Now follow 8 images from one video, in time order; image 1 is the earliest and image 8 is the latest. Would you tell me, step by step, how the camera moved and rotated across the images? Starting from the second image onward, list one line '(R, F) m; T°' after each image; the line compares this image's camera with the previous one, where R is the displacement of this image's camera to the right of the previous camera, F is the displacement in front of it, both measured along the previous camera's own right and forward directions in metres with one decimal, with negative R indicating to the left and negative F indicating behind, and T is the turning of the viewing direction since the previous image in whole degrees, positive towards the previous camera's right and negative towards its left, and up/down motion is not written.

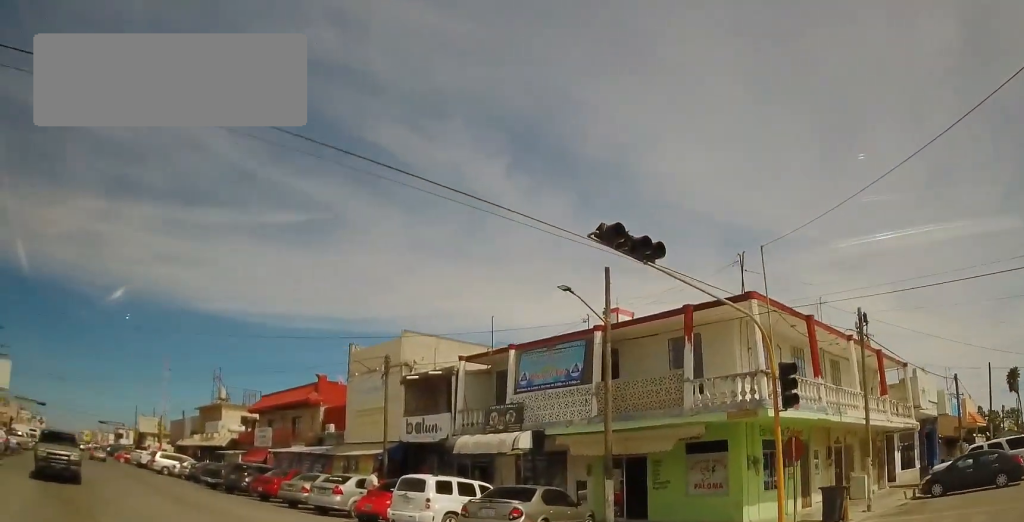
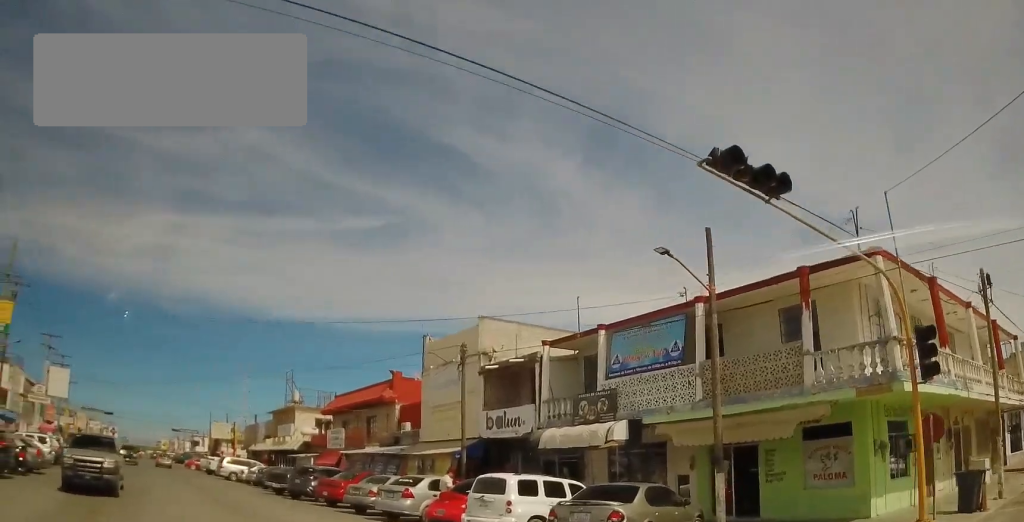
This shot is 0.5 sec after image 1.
(-0.2, +2.0) m; -5°
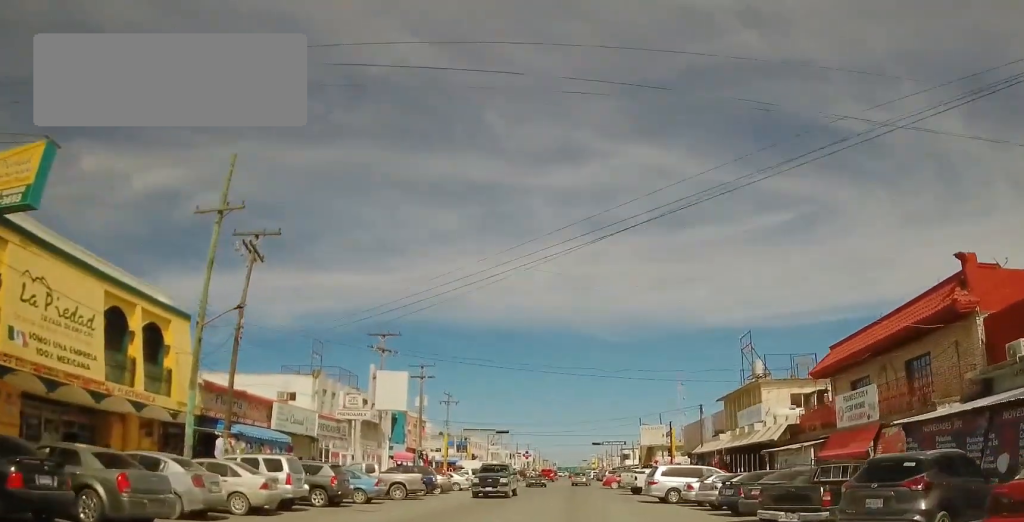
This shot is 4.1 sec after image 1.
(-5.3, +13.8) m; -41°
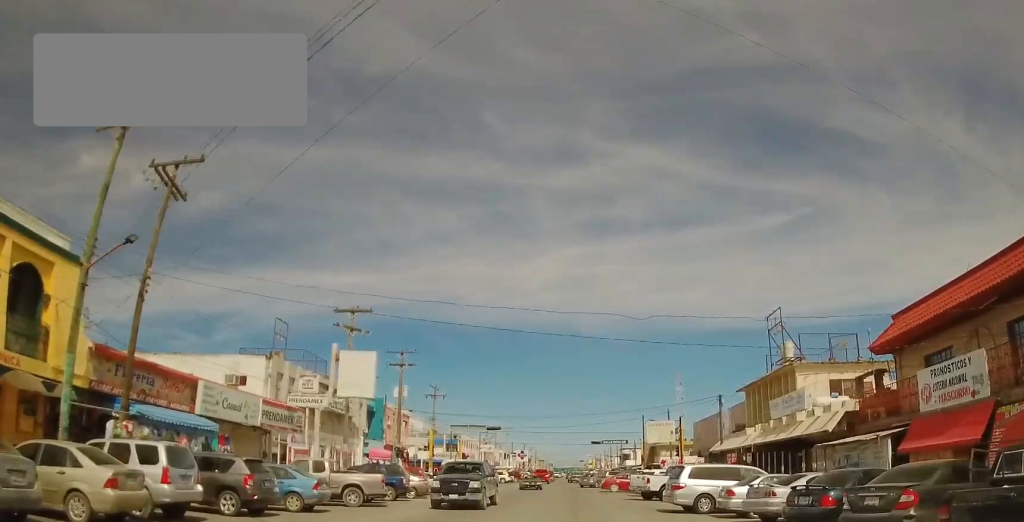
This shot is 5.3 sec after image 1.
(-0.5, +5.4) m; 0°
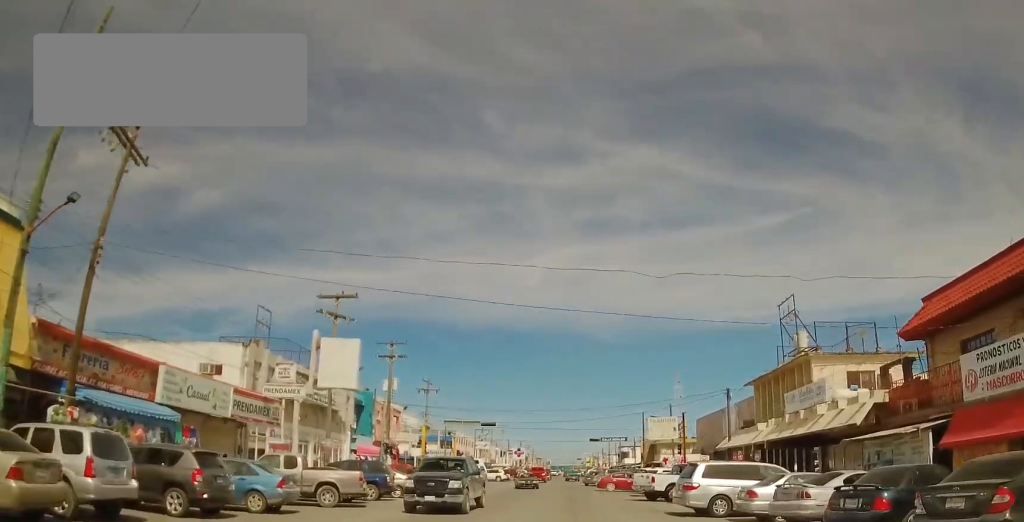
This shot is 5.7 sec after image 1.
(+0.2, +2.2) m; +3°
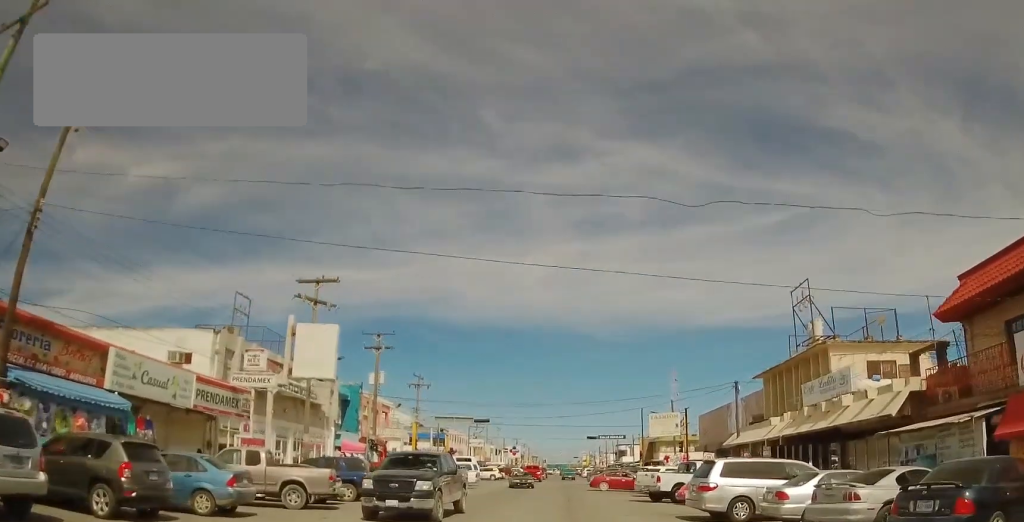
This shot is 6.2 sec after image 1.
(+0.1, +2.3) m; +3°
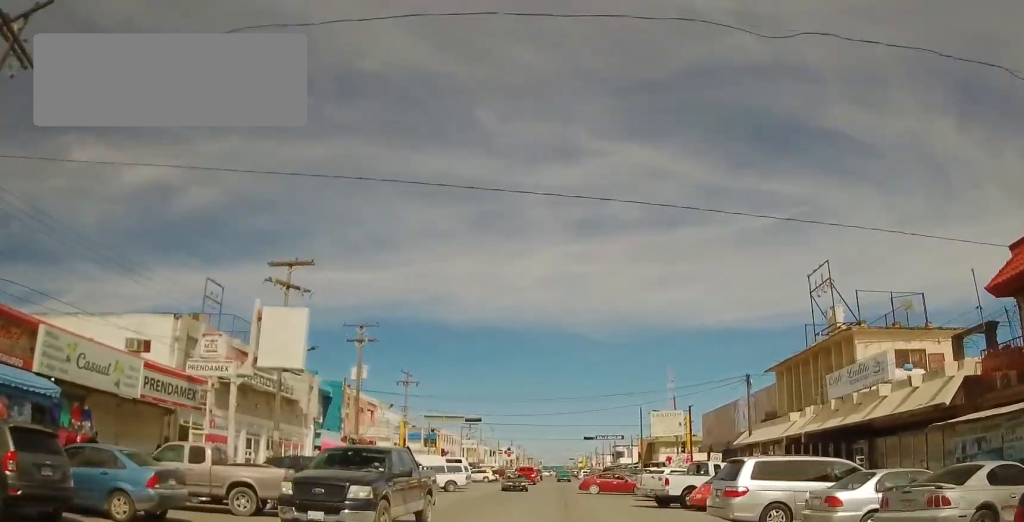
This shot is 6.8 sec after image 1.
(0.0, +2.8) m; 0°
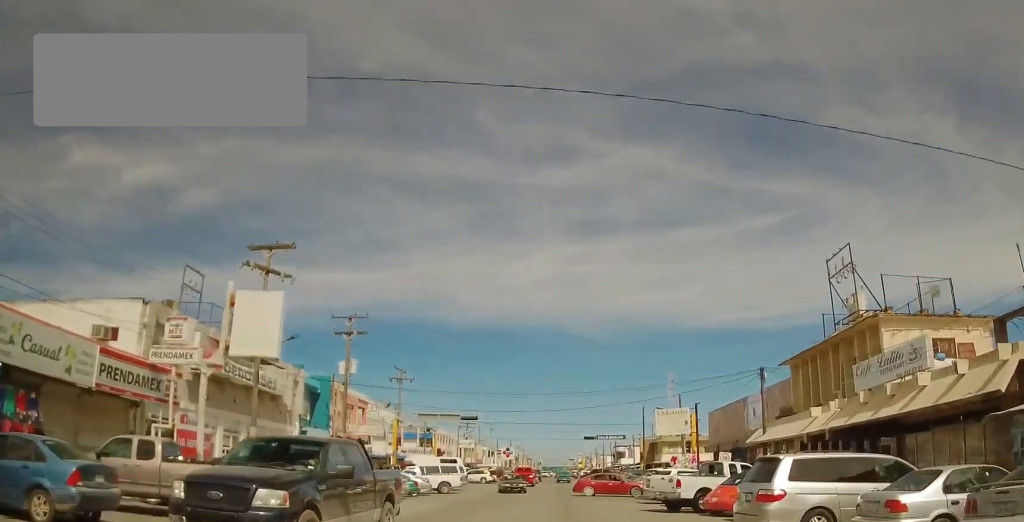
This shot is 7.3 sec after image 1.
(0.0, +2.2) m; 0°
